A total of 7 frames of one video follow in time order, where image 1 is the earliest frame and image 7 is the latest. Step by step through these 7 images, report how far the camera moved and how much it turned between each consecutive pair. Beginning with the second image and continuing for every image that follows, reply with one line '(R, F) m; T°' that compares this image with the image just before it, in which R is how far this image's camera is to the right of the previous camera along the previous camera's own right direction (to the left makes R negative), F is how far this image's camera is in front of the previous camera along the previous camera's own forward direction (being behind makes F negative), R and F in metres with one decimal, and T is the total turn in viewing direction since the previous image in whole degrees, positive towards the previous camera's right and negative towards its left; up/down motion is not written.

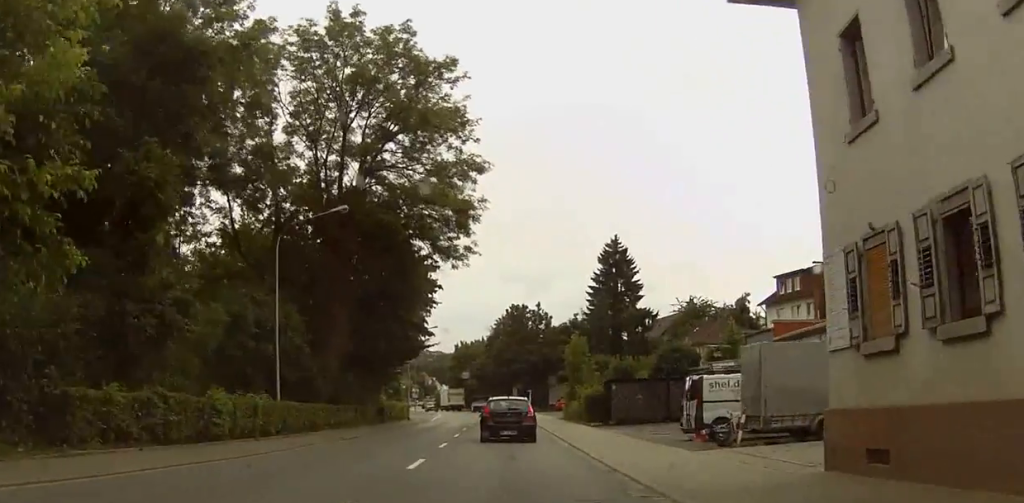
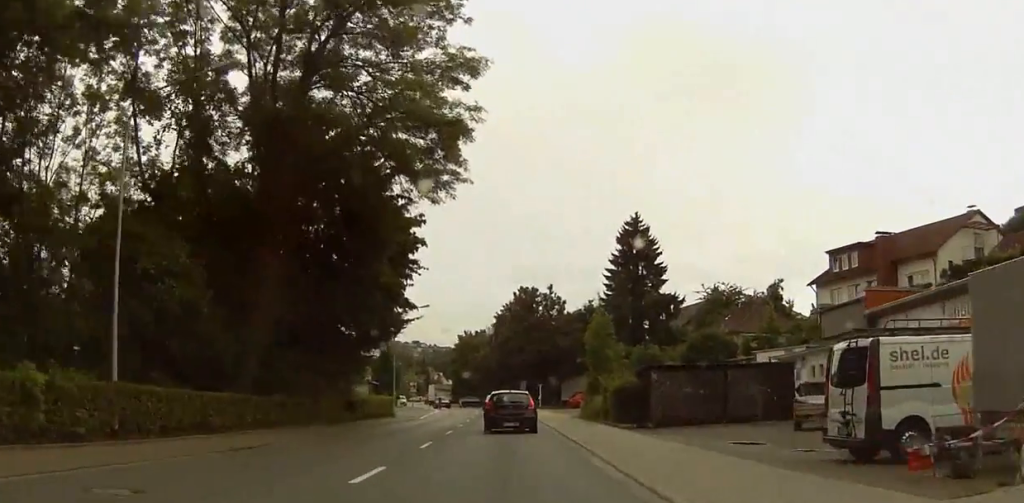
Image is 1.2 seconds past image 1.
(+0.5, +12.7) m; 0°
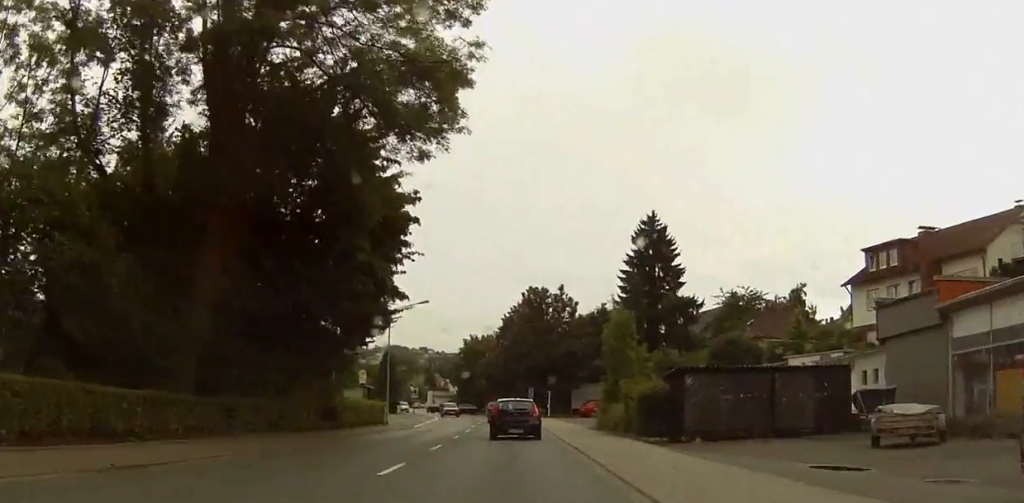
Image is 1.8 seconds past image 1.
(-0.3, +6.1) m; -1°
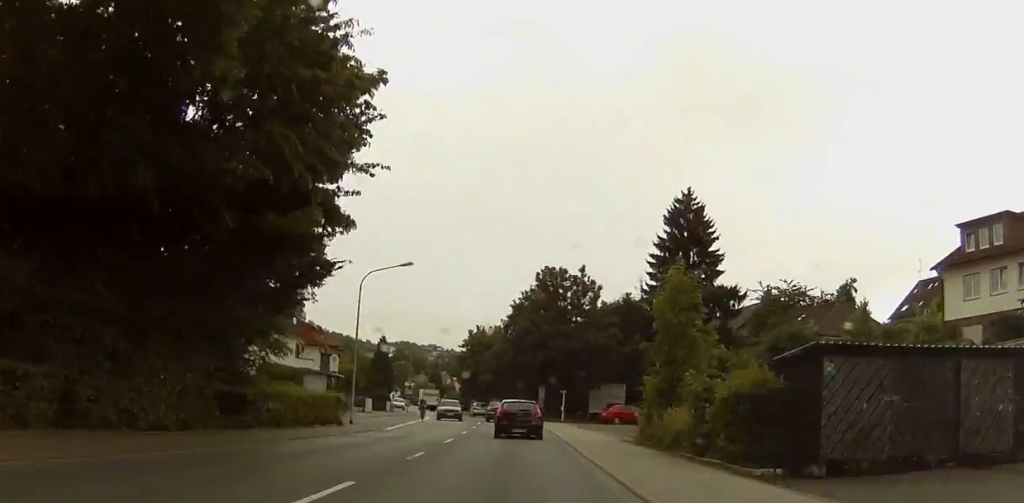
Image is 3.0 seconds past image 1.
(-0.2, +13.6) m; -1°
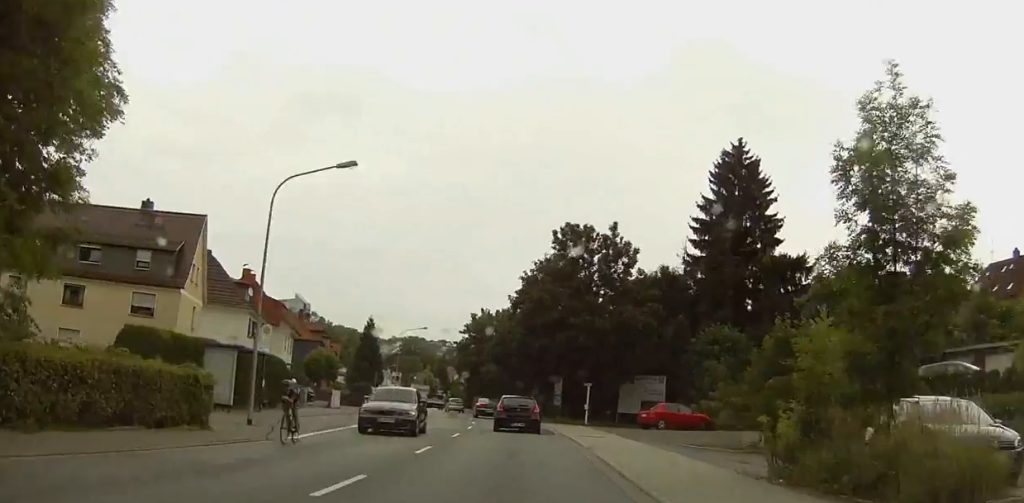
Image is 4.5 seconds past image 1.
(-0.2, +16.7) m; -2°
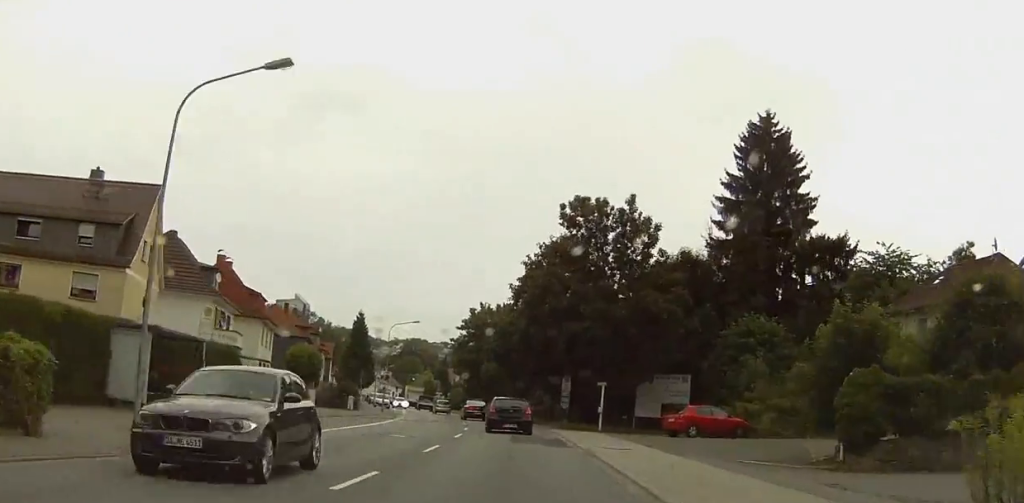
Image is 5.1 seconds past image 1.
(-0.2, +7.9) m; +1°
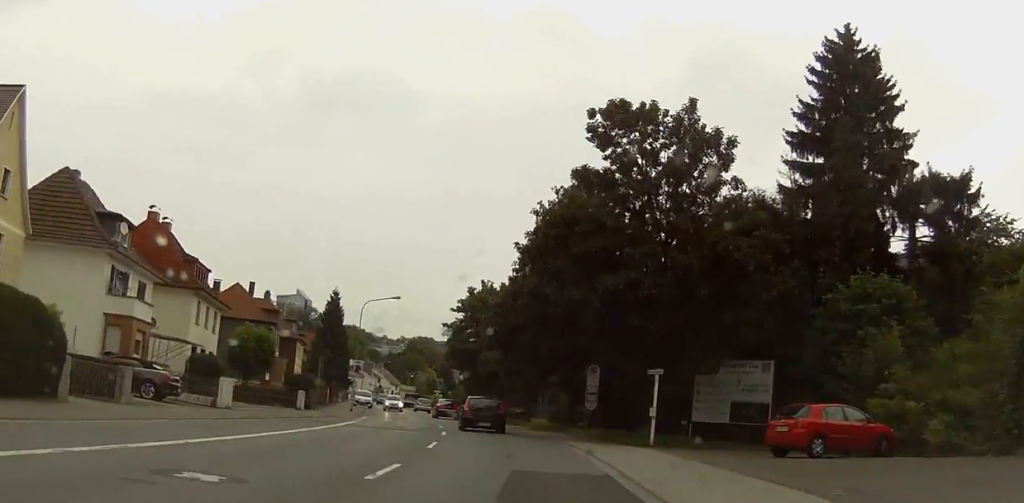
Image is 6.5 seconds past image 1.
(+0.5, +16.1) m; 0°
